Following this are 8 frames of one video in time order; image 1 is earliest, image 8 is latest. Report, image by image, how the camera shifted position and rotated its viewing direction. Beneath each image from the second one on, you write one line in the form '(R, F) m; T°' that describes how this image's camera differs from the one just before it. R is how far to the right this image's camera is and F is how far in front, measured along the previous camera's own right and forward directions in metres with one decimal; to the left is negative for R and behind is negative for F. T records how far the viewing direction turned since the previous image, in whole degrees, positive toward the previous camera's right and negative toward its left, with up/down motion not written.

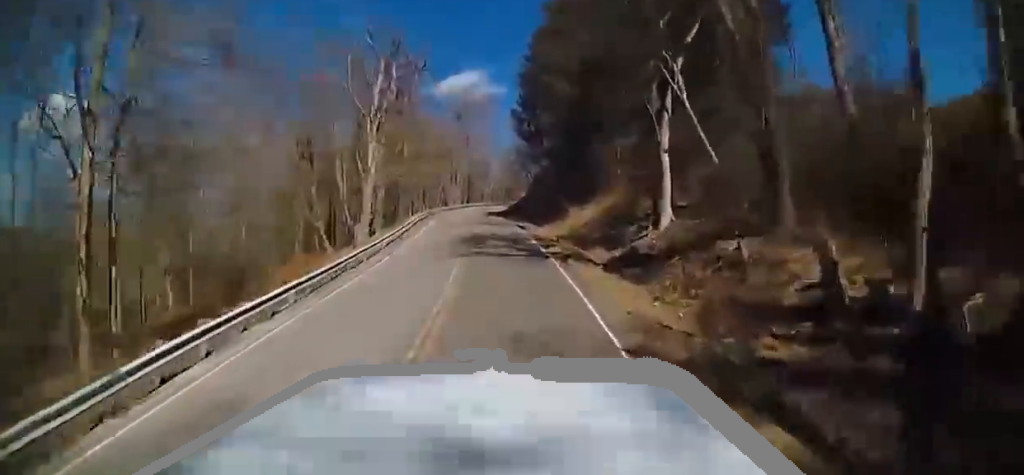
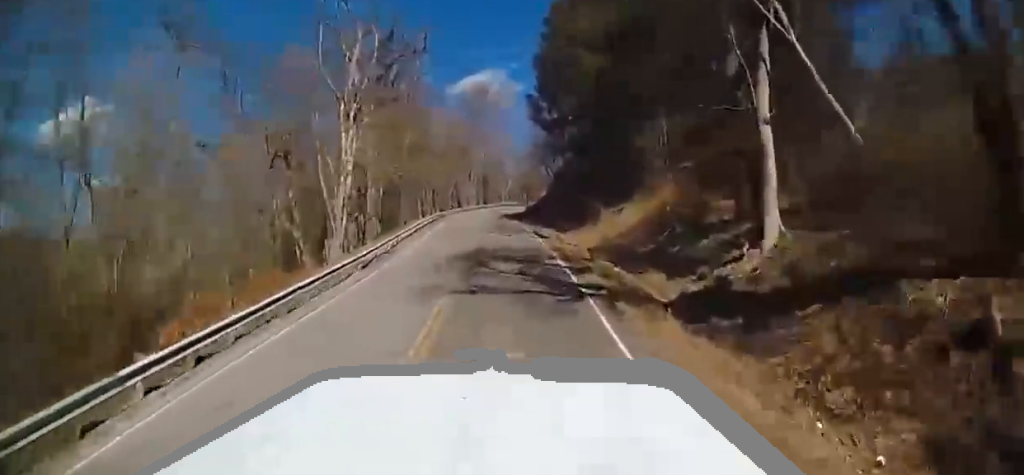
(+0.2, +8.5) m; -2°
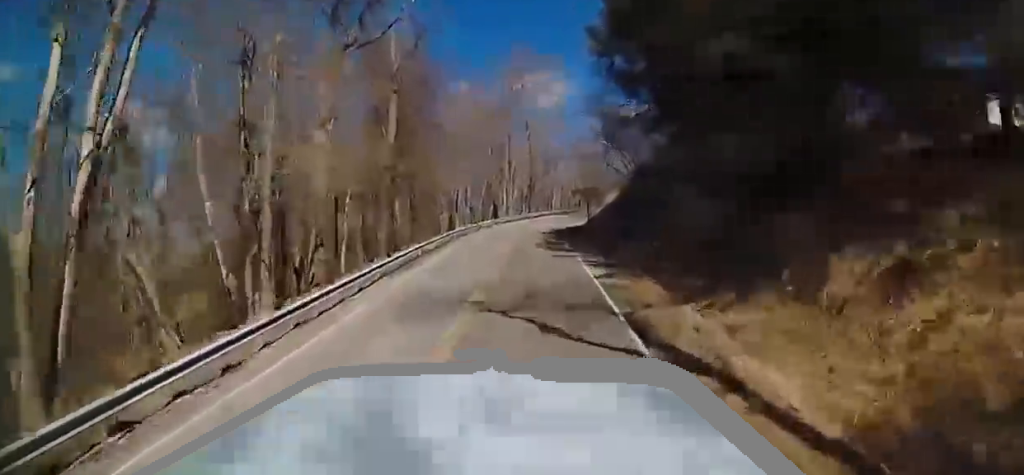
(-2.1, +20.5) m; -9°
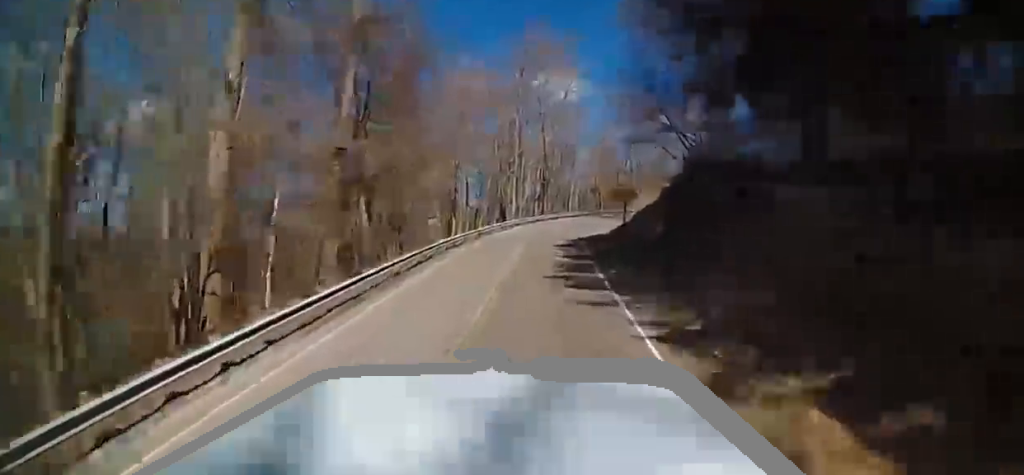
(+0.3, +10.0) m; +1°
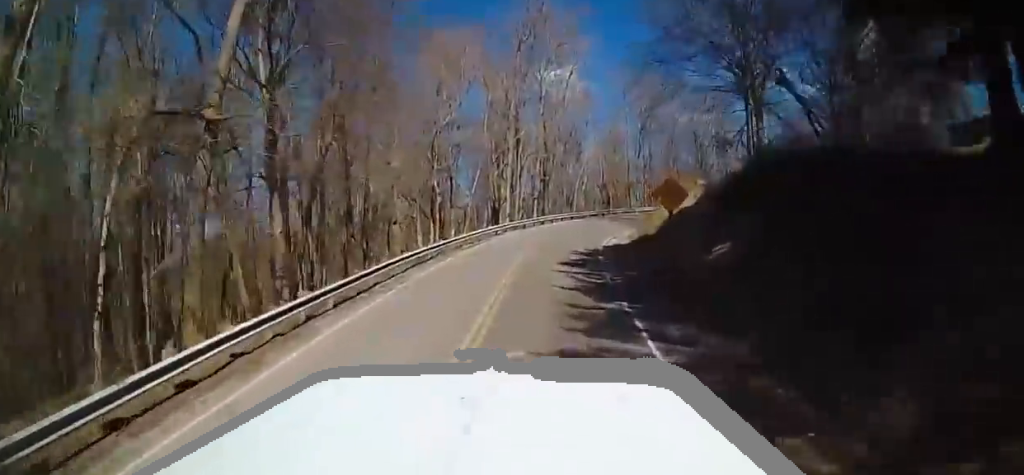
(+0.1, +9.2) m; -4°
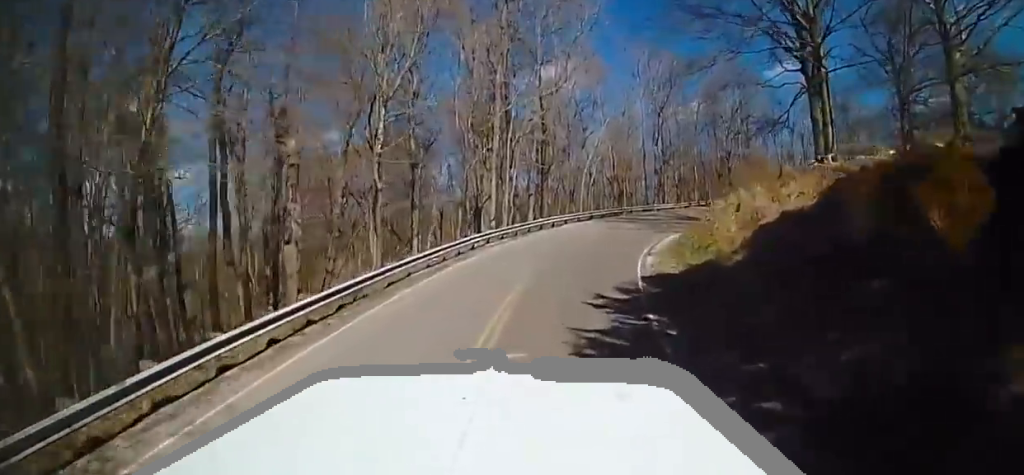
(-0.9, +12.3) m; -2°
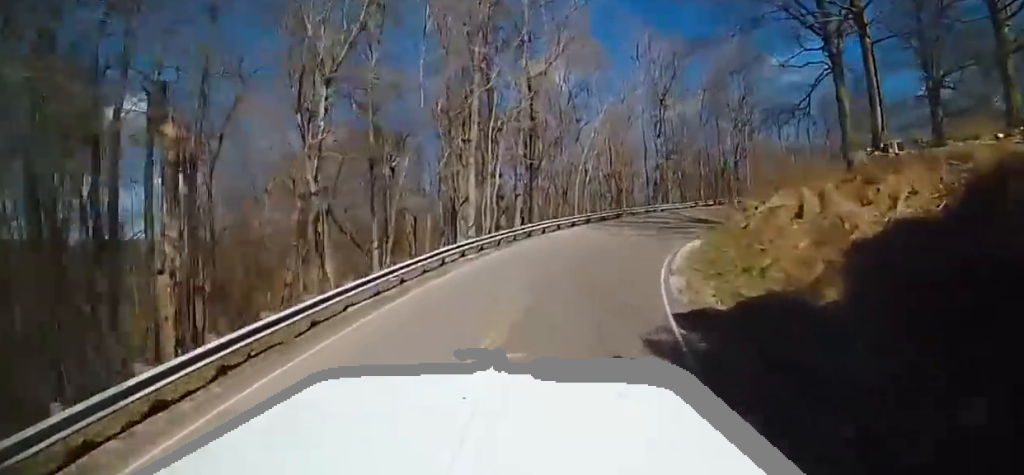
(0.0, +6.0) m; +3°
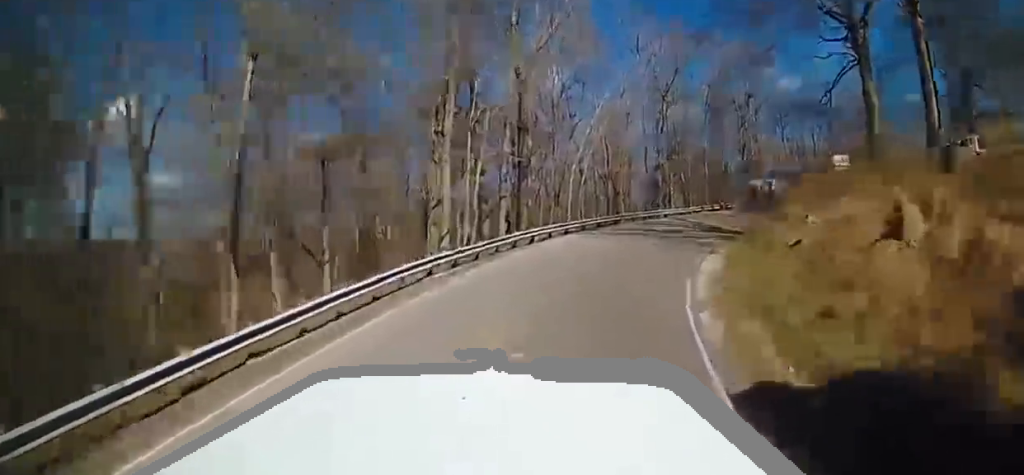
(+0.2, +4.8) m; 0°
